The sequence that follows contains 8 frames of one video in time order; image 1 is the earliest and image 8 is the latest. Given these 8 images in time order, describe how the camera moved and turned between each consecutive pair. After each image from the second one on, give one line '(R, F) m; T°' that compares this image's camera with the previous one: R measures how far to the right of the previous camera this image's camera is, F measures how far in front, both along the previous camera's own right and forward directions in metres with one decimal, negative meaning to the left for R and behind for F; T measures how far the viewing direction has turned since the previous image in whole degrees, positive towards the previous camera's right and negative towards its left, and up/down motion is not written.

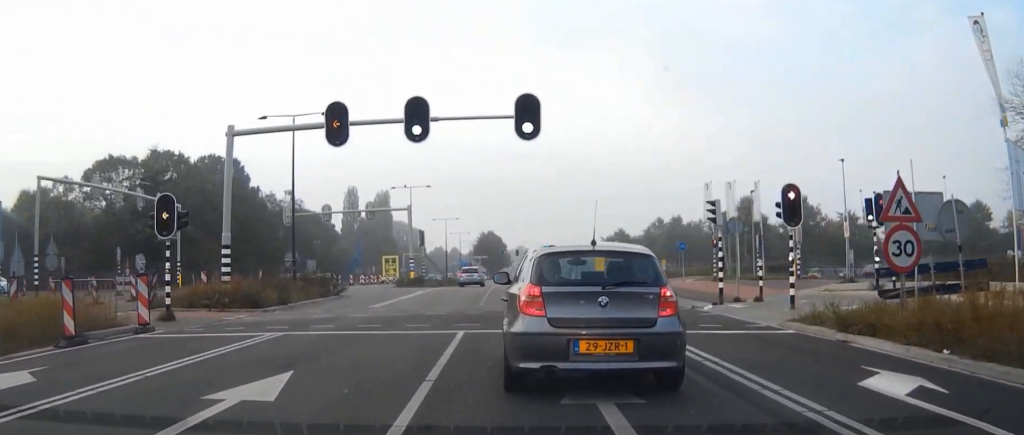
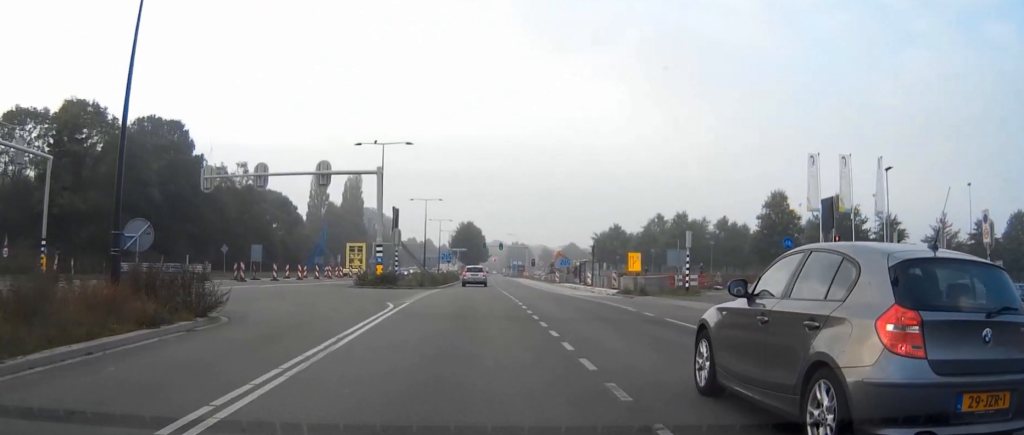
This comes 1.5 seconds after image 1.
(+0.1, +19.2) m; +3°
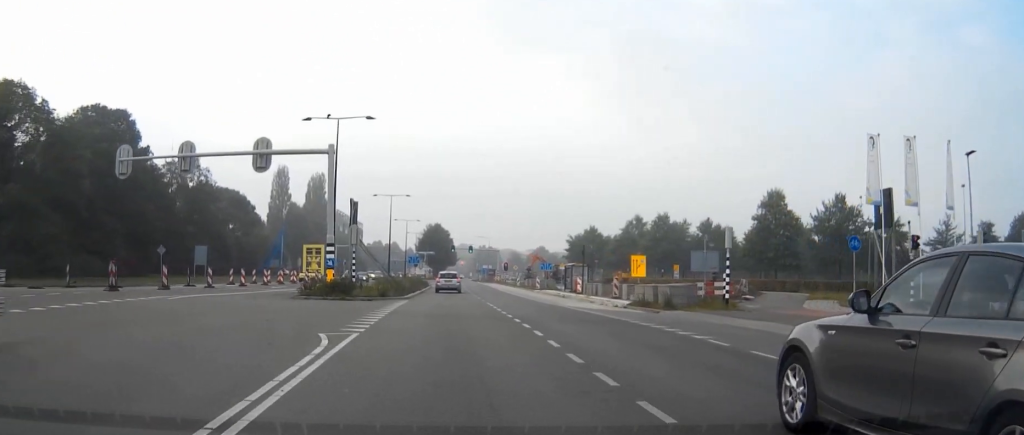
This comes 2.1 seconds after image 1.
(+0.3, +8.6) m; +2°
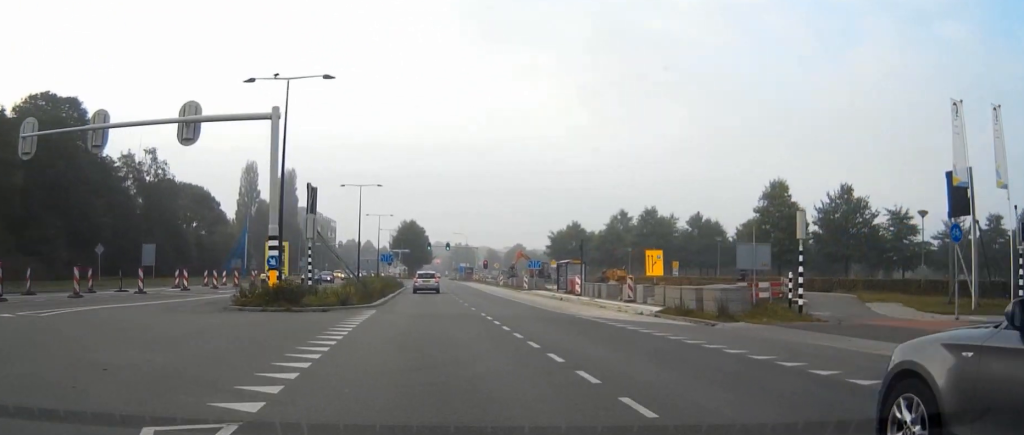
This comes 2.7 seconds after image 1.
(0.0, +7.6) m; 0°
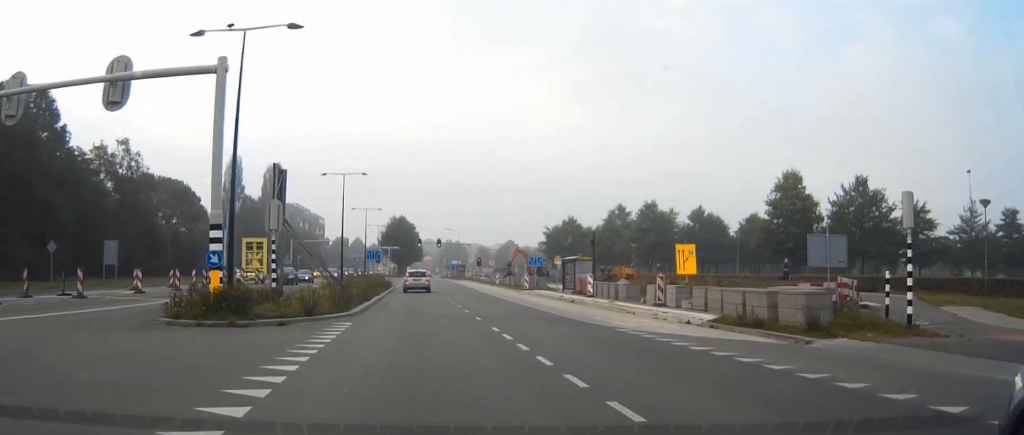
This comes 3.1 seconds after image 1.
(0.0, +5.7) m; 0°
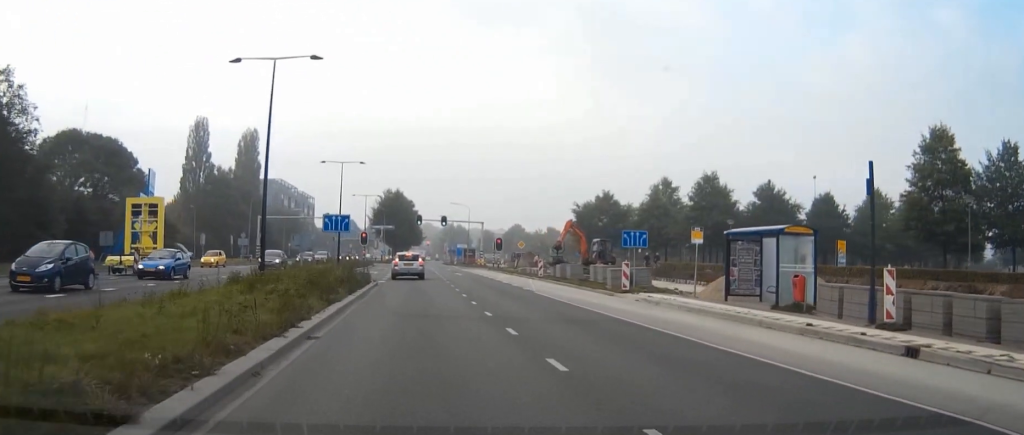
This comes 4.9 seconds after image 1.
(0.0, +26.0) m; 0°
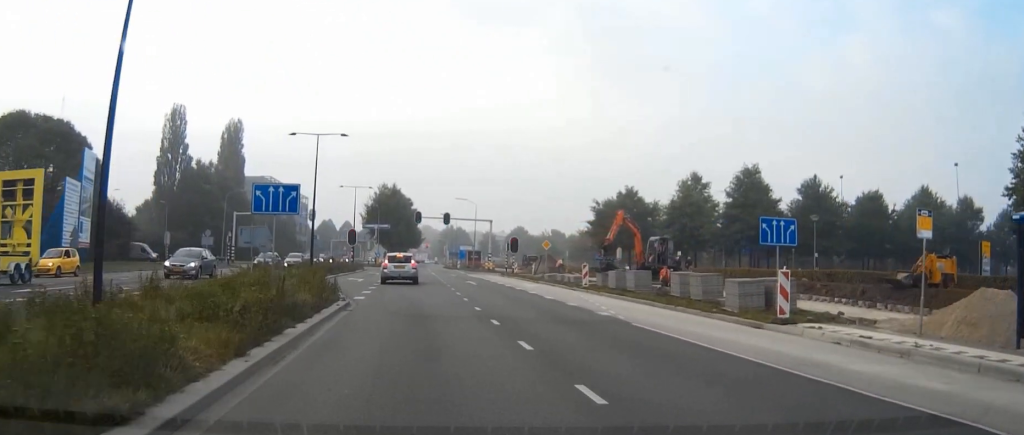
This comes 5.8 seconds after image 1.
(0.0, +12.7) m; 0°
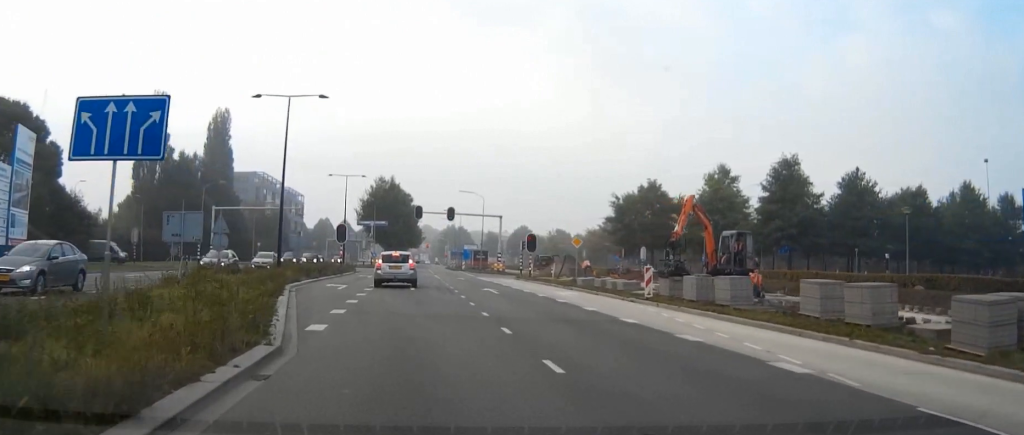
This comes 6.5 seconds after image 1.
(0.0, +9.9) m; 0°
